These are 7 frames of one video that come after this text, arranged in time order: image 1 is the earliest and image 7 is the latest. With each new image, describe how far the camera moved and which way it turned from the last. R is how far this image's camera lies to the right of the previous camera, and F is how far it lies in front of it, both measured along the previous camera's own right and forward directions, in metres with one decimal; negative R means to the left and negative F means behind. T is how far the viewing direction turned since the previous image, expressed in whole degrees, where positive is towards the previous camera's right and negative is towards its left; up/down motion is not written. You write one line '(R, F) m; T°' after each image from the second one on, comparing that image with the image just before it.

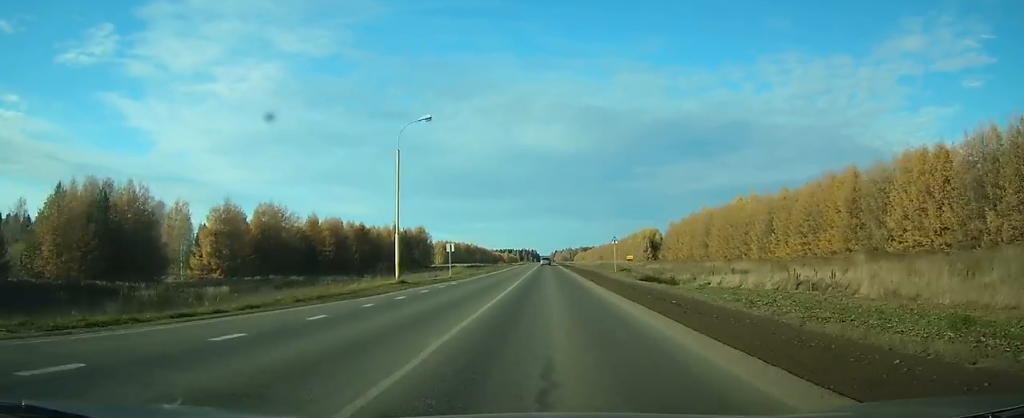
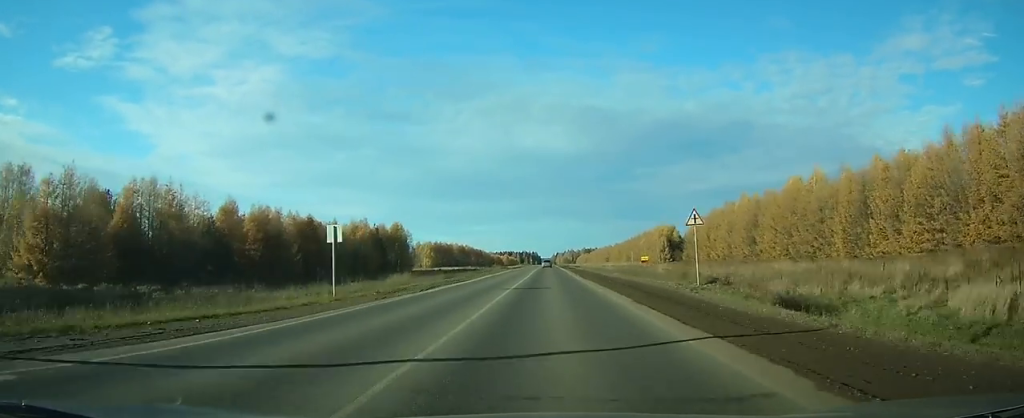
(-0.1, +29.2) m; 0°
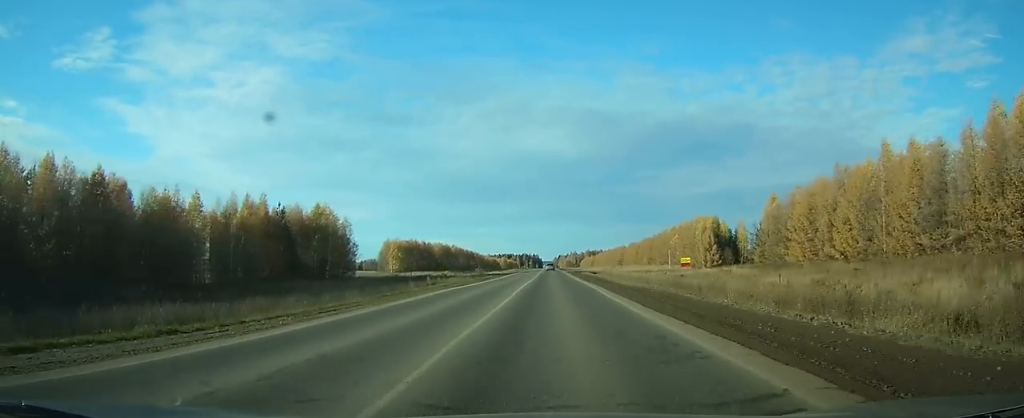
(+0.1, +51.5) m; 0°
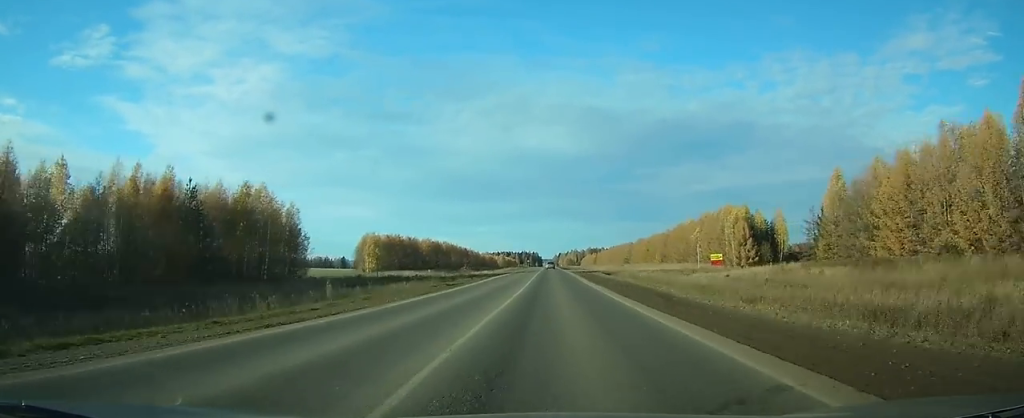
(0.0, +24.0) m; 0°
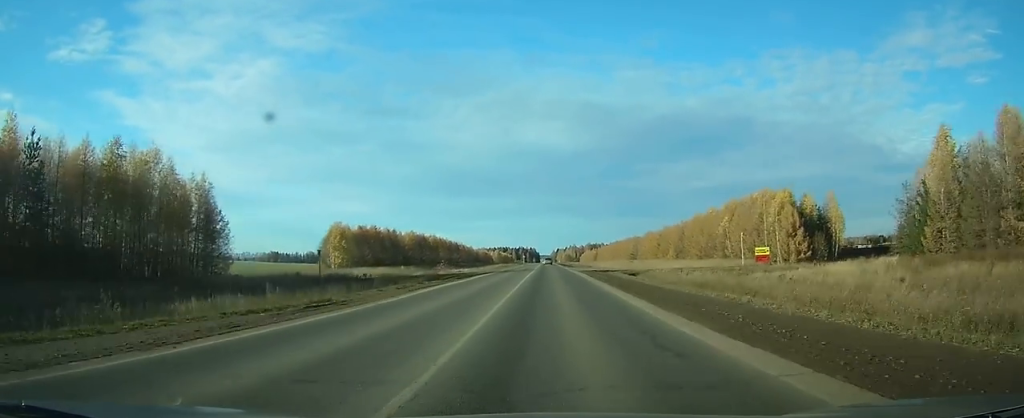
(0.0, +24.0) m; 0°
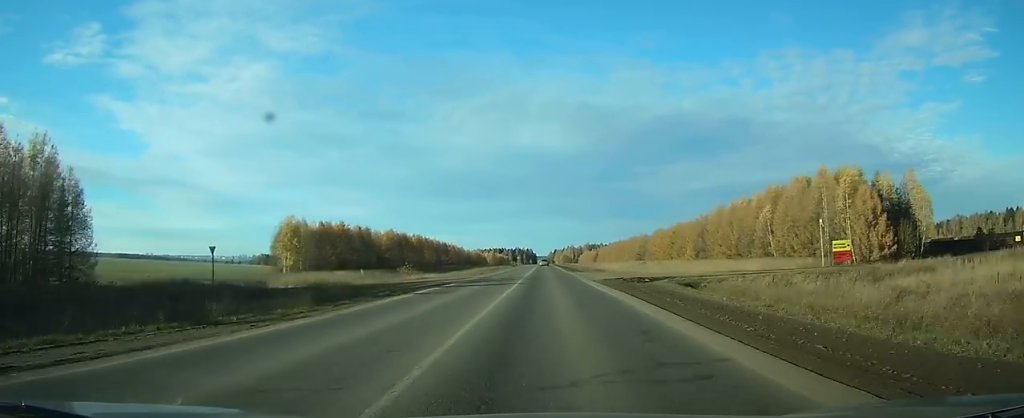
(0.0, +23.9) m; 0°
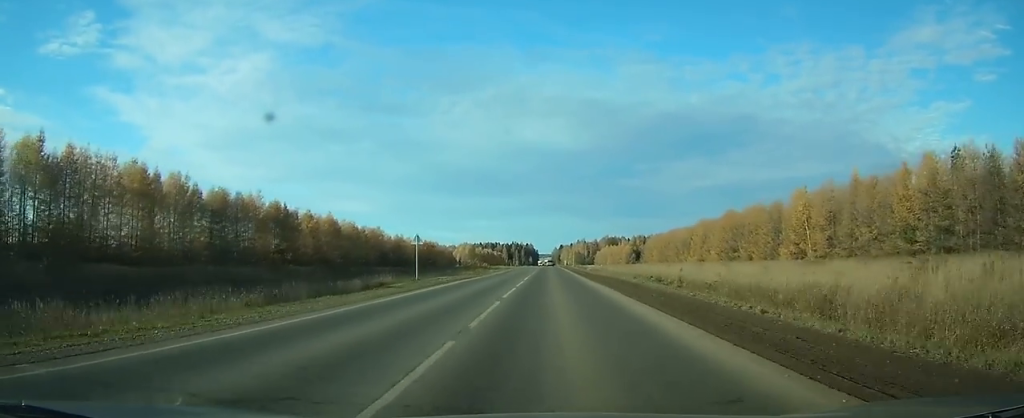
(-0.6, +166.1) m; -1°
